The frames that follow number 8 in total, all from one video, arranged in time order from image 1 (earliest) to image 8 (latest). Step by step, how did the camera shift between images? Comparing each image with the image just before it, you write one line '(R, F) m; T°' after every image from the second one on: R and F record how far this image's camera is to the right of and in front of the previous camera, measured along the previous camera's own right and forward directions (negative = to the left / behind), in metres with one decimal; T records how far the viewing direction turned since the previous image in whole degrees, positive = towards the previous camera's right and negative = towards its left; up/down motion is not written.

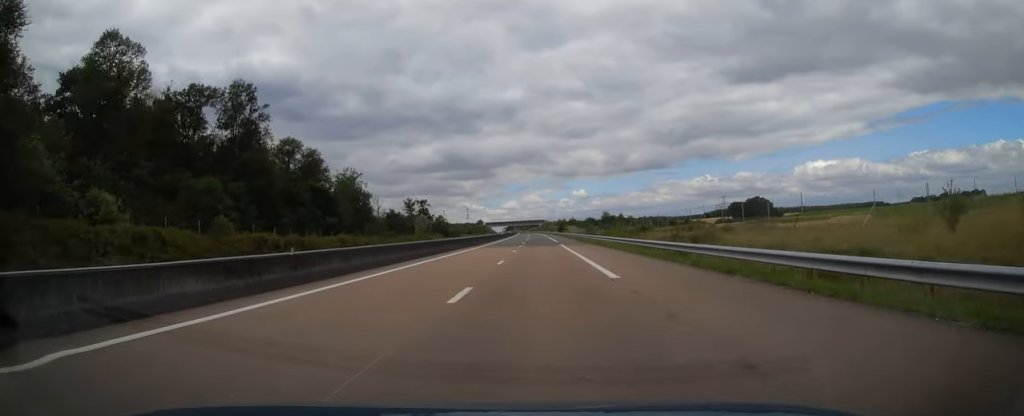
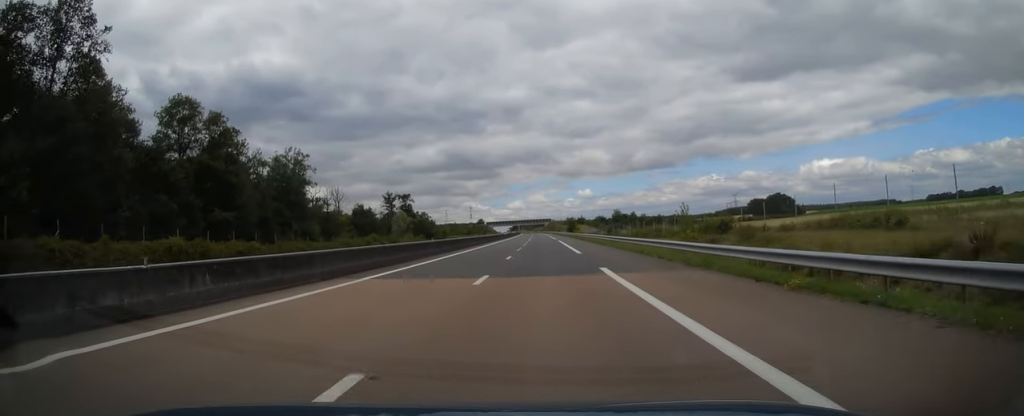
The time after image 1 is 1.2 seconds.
(-0.1, +34.5) m; -1°
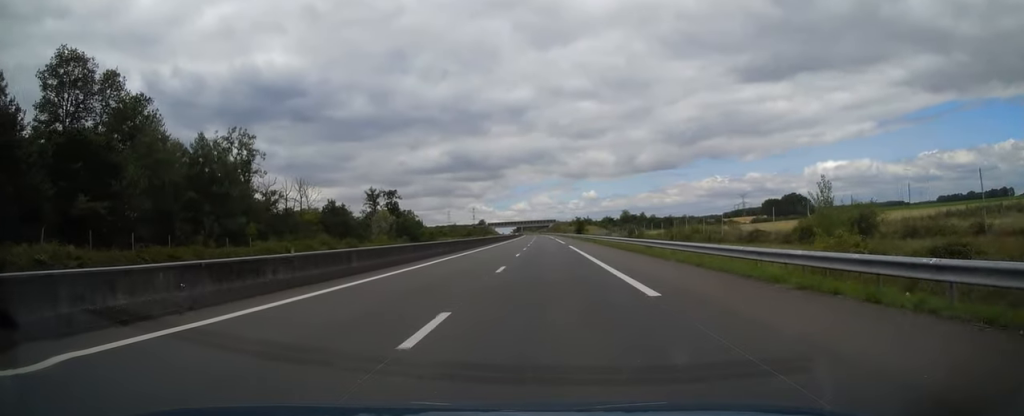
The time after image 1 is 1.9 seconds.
(-0.1, +21.4) m; -1°
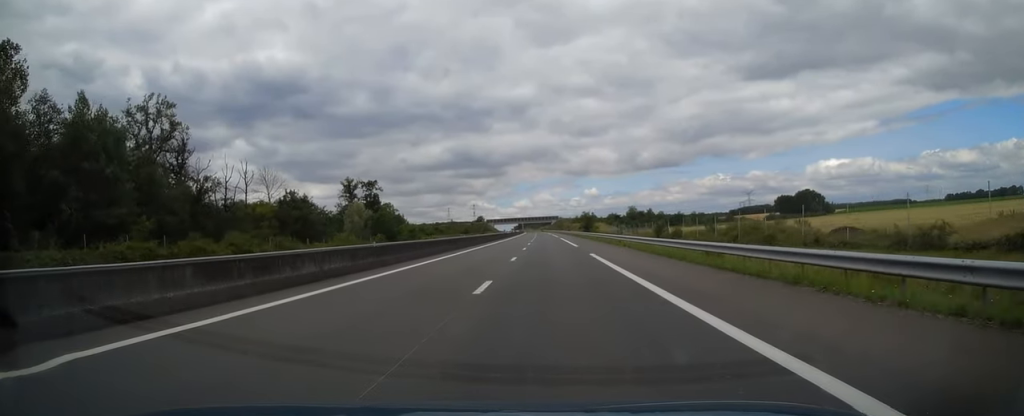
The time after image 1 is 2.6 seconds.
(0.0, +20.4) m; -1°
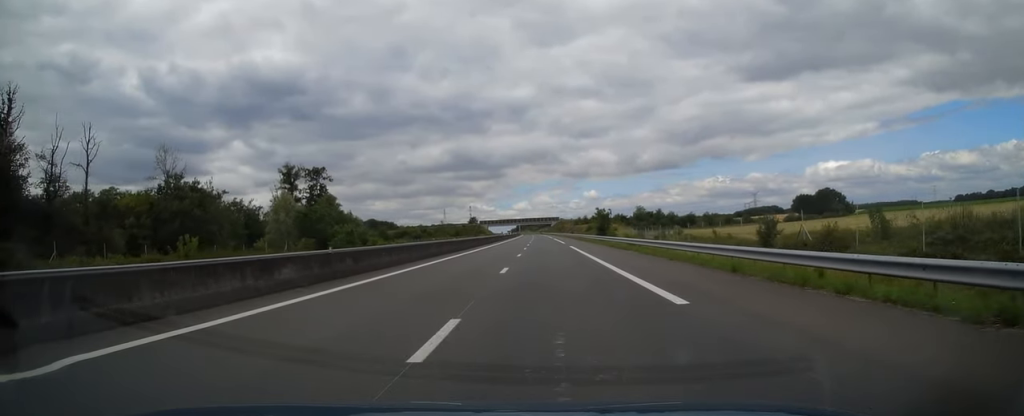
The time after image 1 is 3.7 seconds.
(-0.3, +32.5) m; 0°
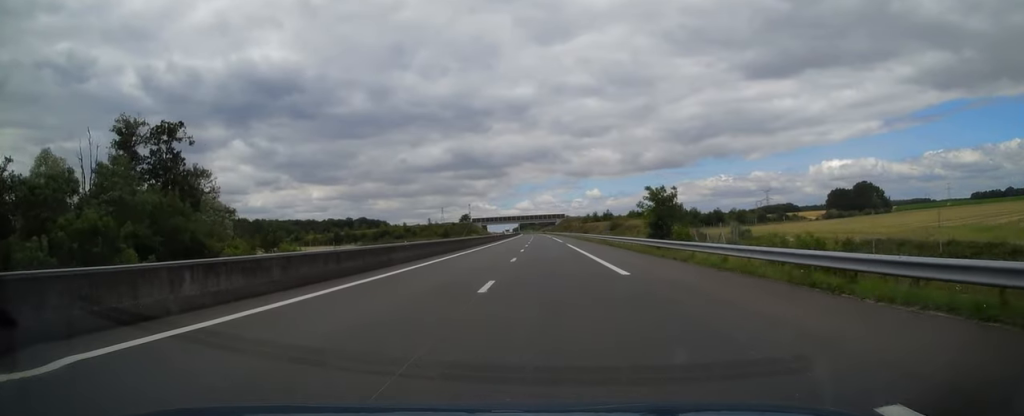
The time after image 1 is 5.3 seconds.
(+0.5, +45.2) m; 0°
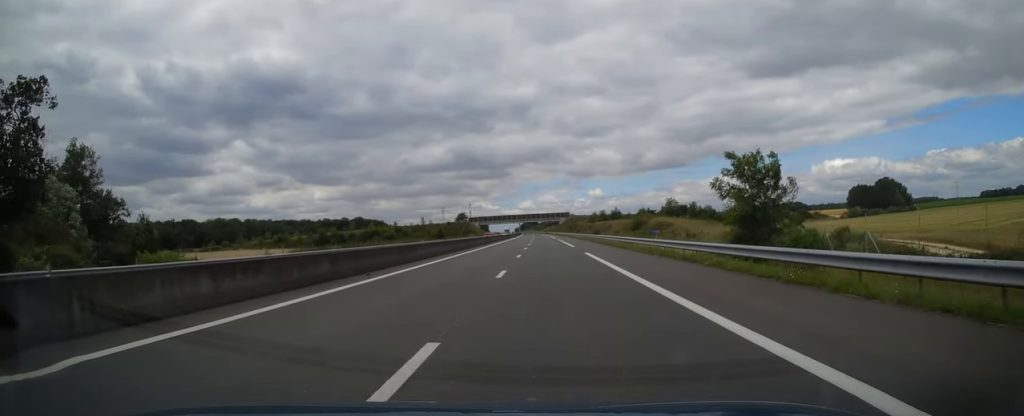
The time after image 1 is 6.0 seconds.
(-0.2, +21.9) m; 0°
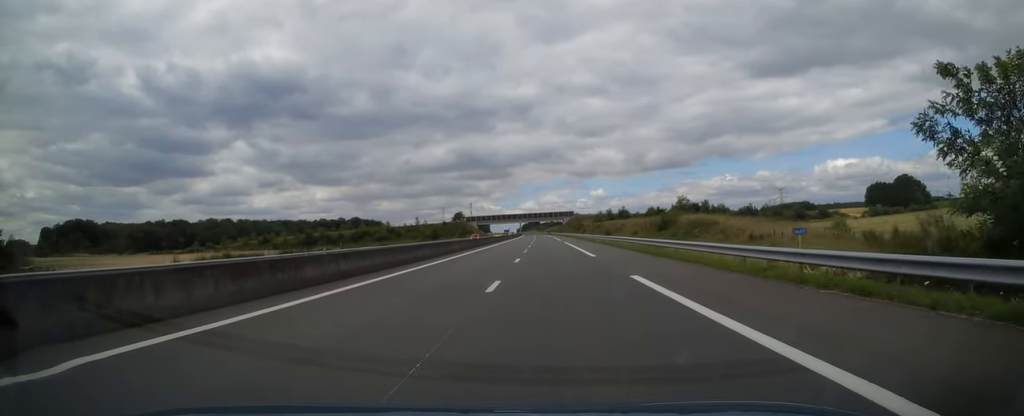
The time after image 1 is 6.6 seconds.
(-0.2, +17.0) m; 0°
